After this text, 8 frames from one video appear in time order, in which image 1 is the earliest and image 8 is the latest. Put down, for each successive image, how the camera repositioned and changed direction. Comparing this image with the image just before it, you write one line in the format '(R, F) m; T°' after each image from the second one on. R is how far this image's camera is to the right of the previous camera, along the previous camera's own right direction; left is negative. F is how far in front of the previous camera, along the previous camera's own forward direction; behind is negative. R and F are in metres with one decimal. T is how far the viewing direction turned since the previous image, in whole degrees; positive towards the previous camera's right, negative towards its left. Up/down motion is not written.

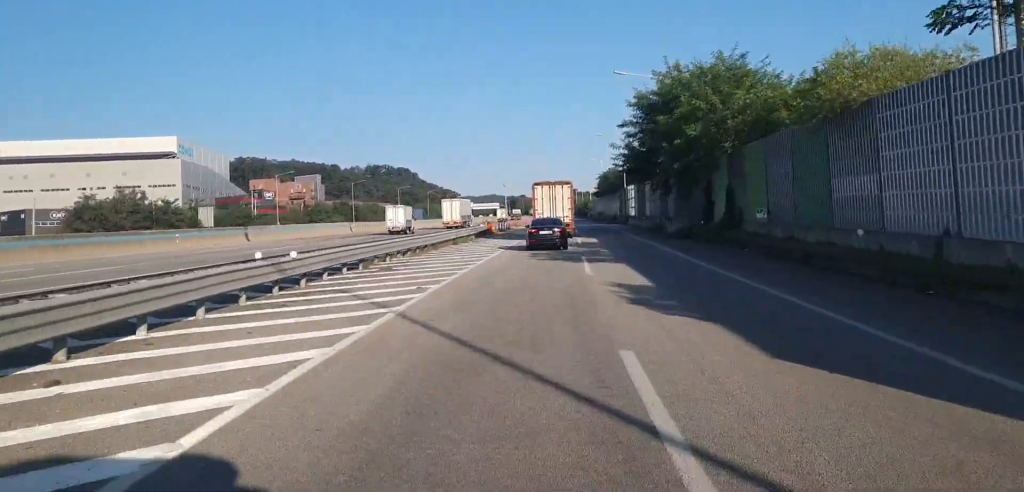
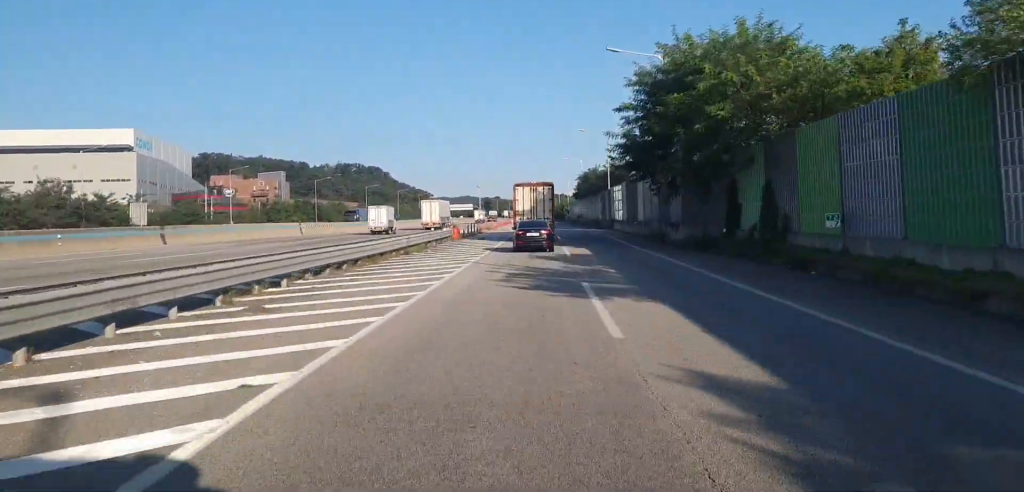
(+0.3, +10.0) m; +2°
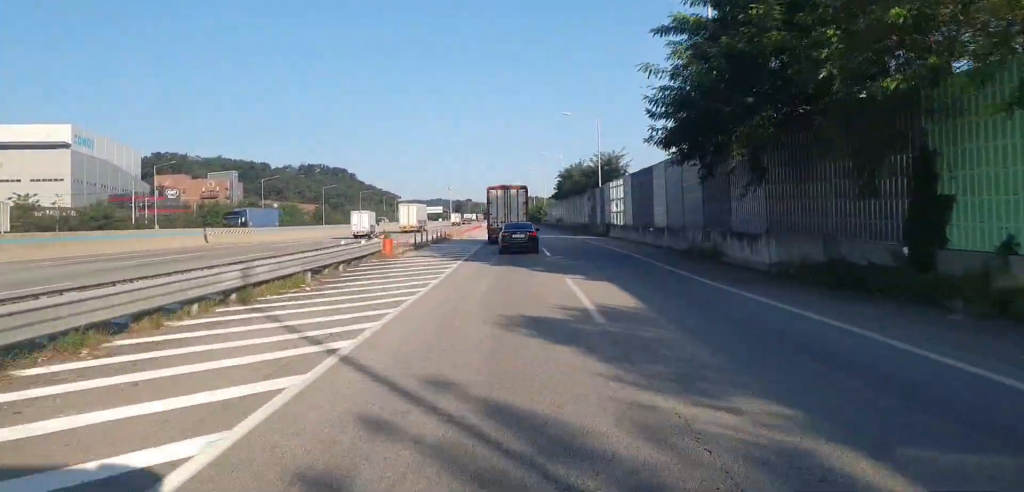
(+0.4, +18.3) m; +1°
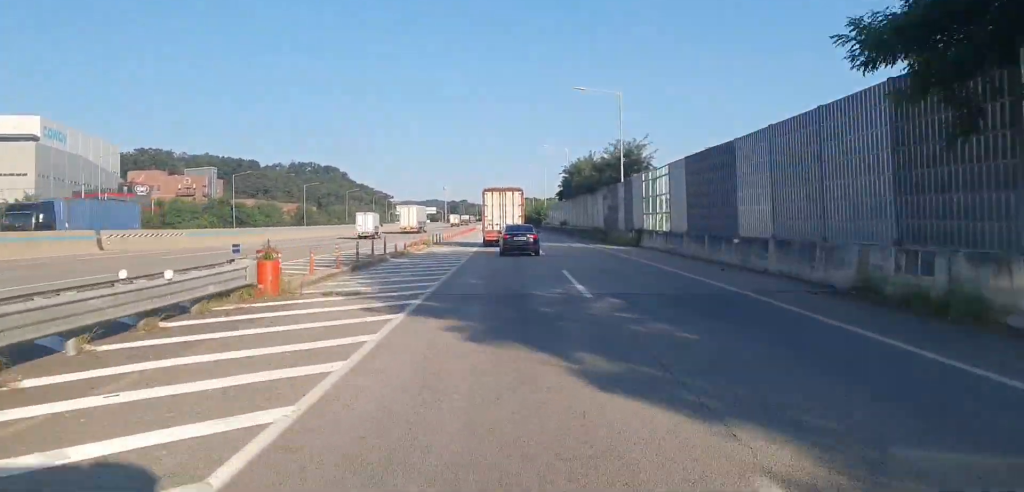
(-0.1, +16.6) m; 0°
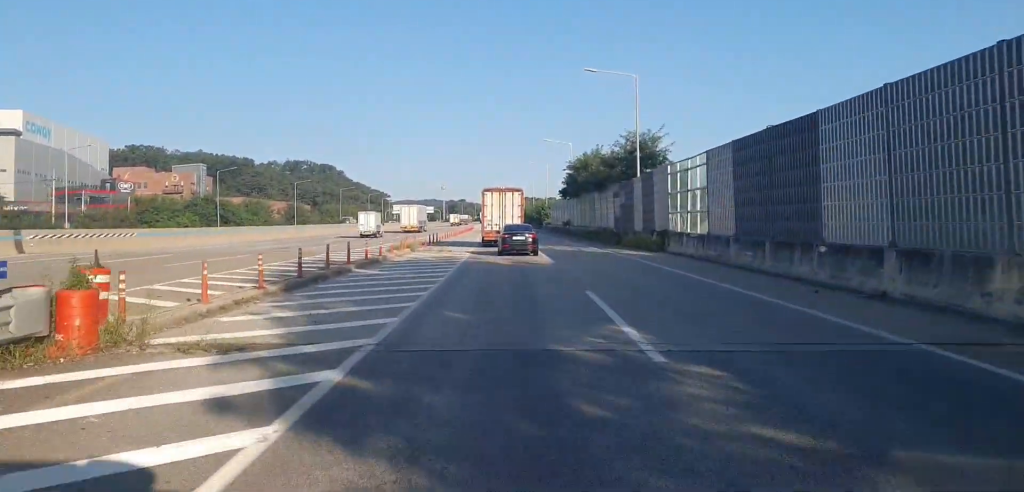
(-0.2, +7.7) m; +1°
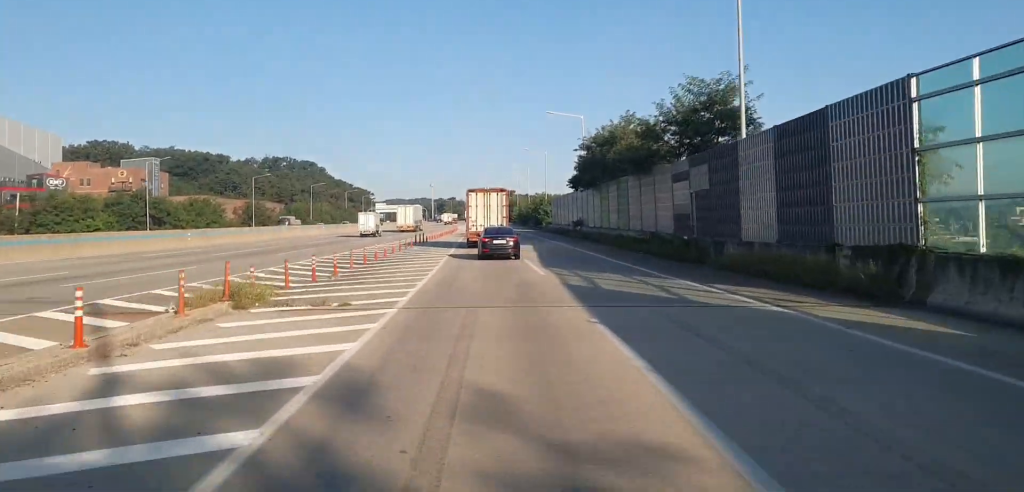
(+0.6, +25.5) m; +1°
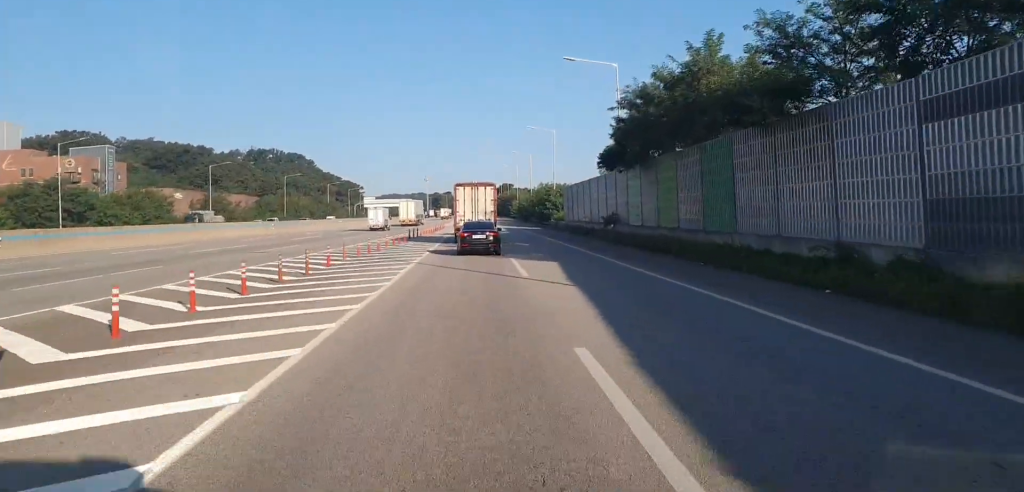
(-0.4, +23.6) m; 0°
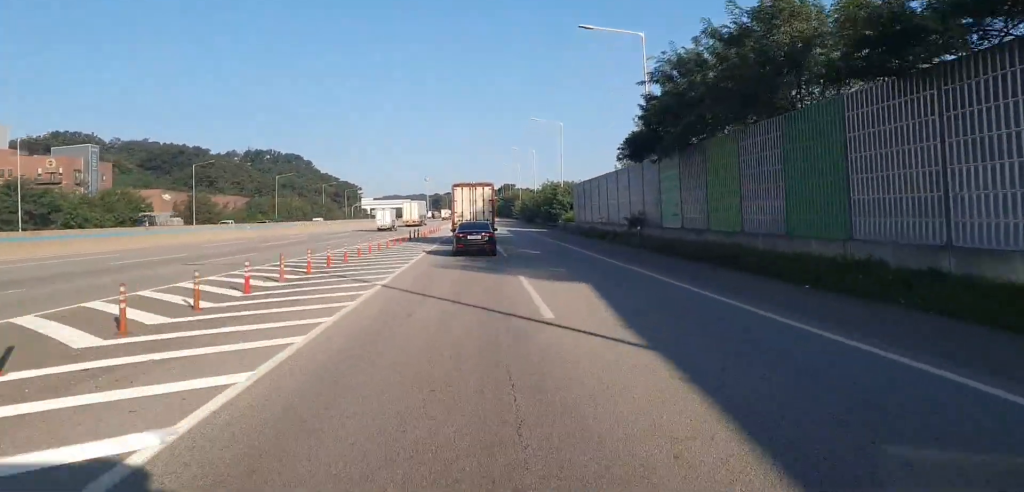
(0.0, +8.9) m; 0°
